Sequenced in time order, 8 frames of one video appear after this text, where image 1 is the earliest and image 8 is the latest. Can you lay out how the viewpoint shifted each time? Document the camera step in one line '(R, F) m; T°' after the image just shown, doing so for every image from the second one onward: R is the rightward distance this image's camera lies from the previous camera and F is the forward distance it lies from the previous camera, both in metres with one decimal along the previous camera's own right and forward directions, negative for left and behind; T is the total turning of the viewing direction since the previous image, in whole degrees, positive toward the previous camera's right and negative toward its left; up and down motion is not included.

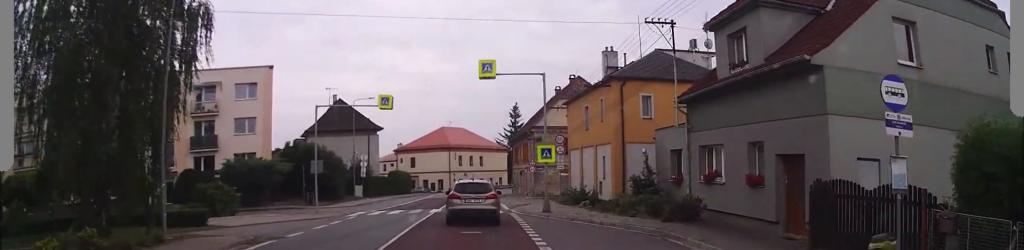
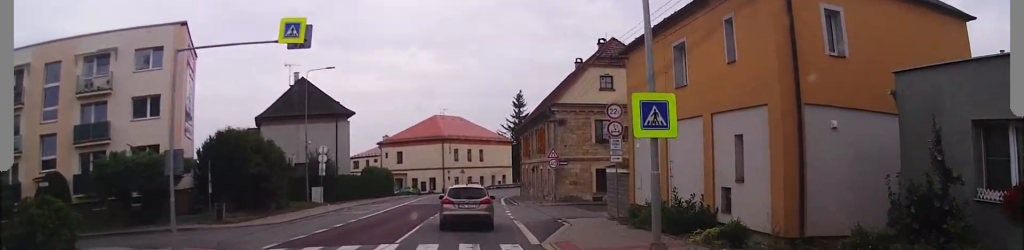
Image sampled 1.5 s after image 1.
(+0.3, +17.9) m; 0°
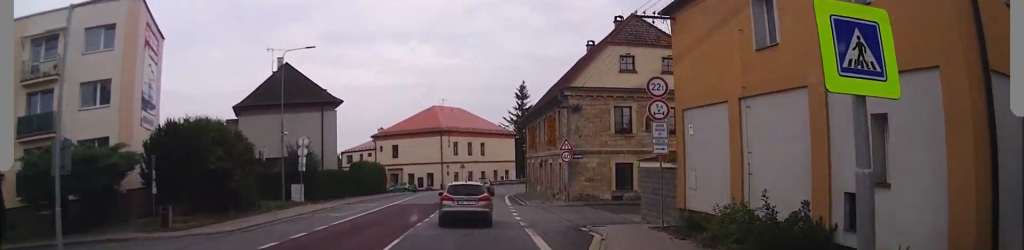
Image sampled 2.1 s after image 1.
(-0.2, +6.1) m; -1°
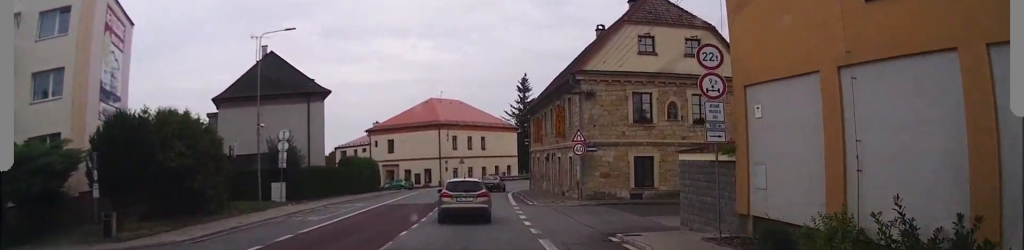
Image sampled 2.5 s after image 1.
(0.0, +4.6) m; -1°
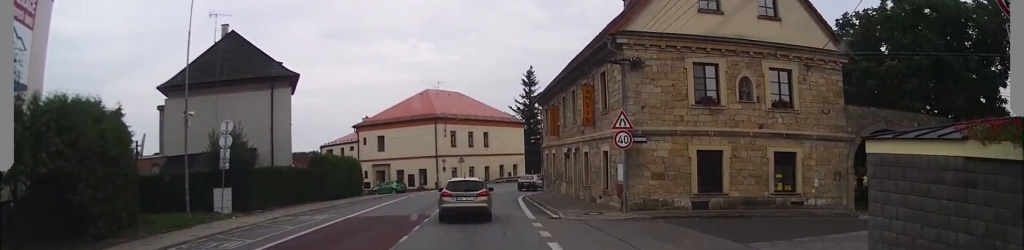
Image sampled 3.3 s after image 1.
(0.0, +9.6) m; -1°
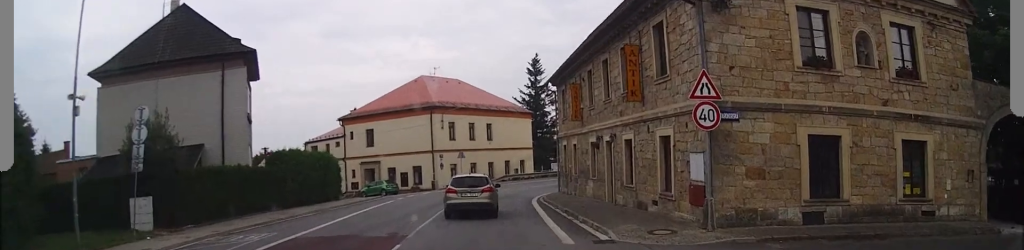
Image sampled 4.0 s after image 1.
(-0.1, +8.6) m; 0°
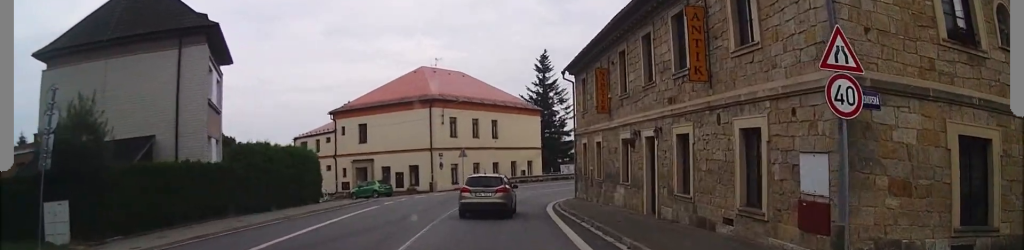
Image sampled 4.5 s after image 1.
(0.0, +5.8) m; 0°
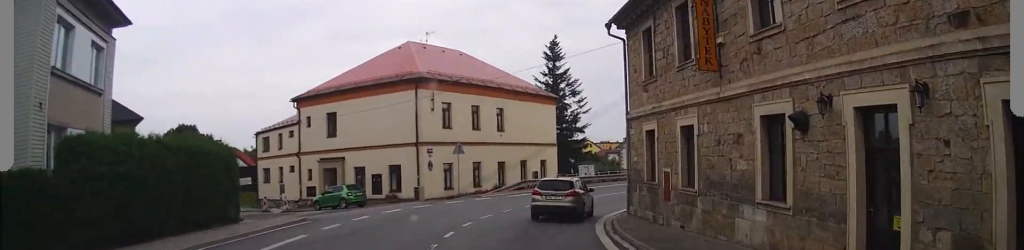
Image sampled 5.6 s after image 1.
(+0.1, +12.3) m; +3°
